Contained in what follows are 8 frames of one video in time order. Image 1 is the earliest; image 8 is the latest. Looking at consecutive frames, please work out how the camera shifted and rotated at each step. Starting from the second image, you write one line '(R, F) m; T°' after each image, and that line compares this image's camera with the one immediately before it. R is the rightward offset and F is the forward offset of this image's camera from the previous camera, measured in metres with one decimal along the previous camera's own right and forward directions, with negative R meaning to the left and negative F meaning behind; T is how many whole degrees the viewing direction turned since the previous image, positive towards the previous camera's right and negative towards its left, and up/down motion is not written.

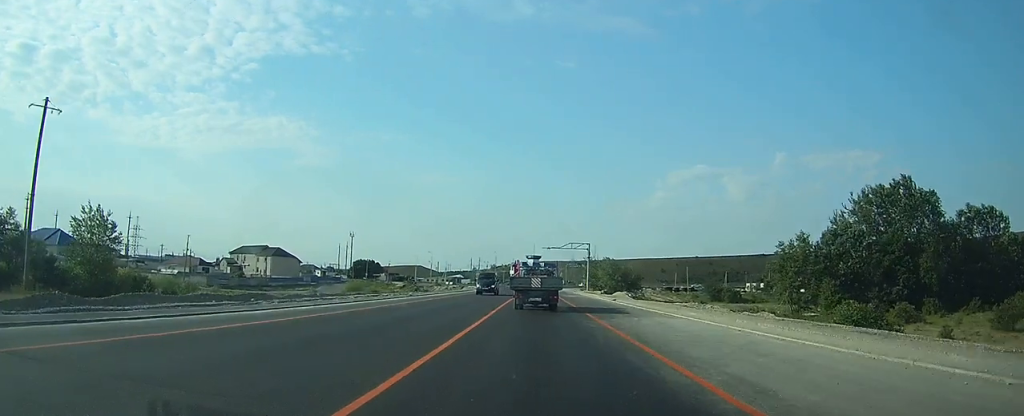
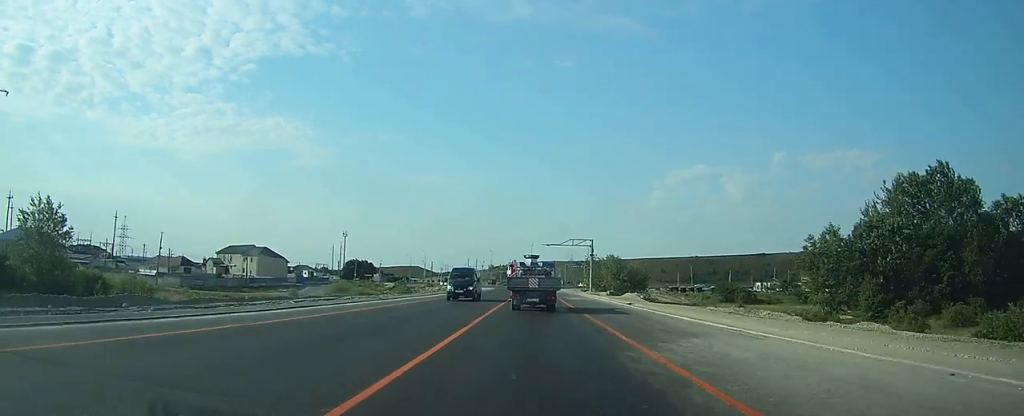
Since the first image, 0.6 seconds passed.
(0.0, +8.6) m; 0°
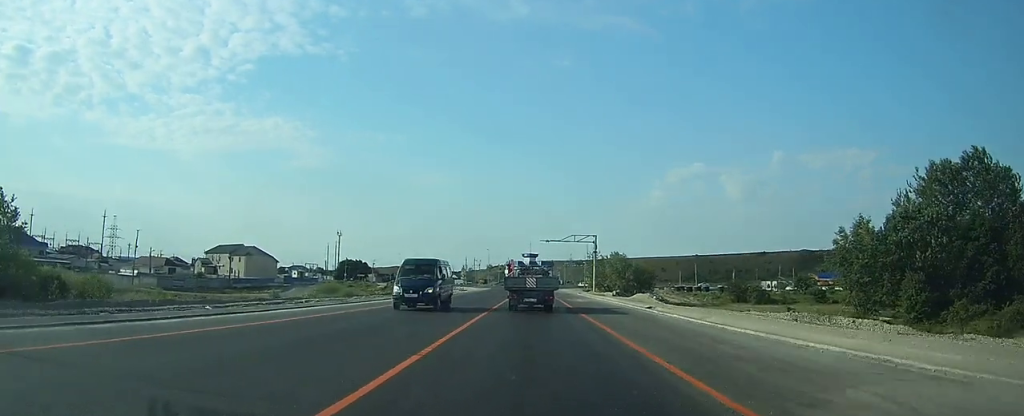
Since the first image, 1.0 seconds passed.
(-0.1, +7.1) m; 0°
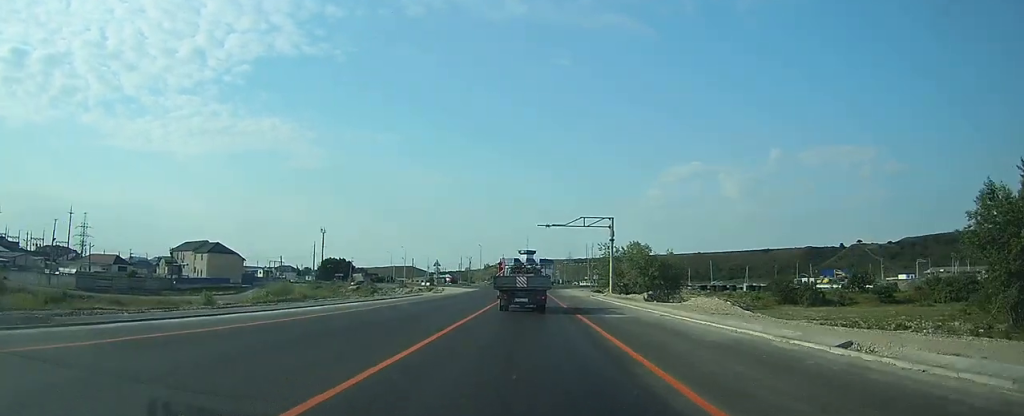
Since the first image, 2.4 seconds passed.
(+0.1, +20.7) m; +1°
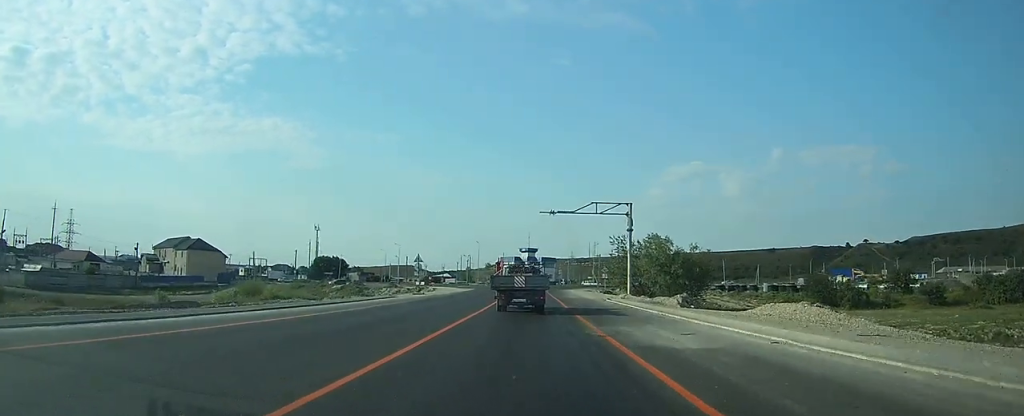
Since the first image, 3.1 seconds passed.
(0.0, +11.0) m; 0°
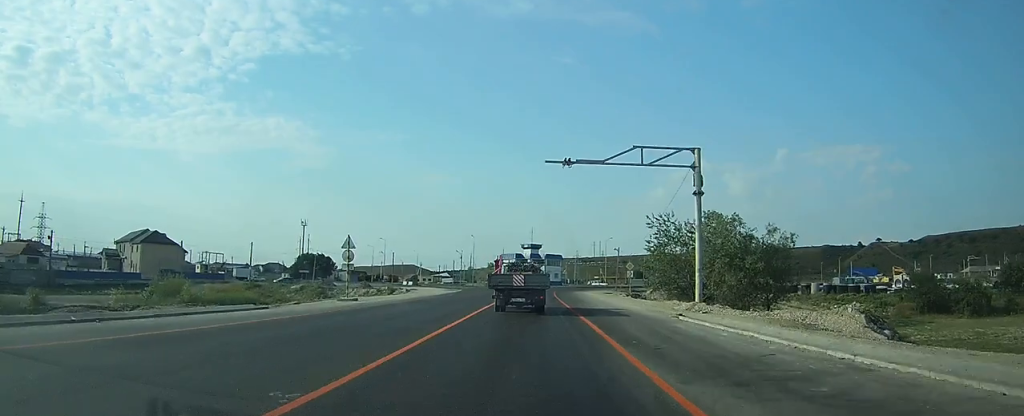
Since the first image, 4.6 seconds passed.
(-0.1, +21.1) m; 0°
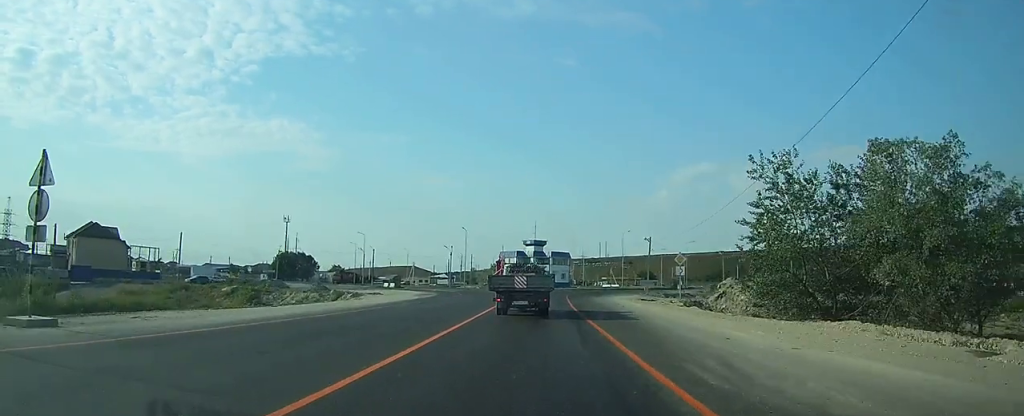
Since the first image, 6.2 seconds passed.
(0.0, +22.7) m; 0°
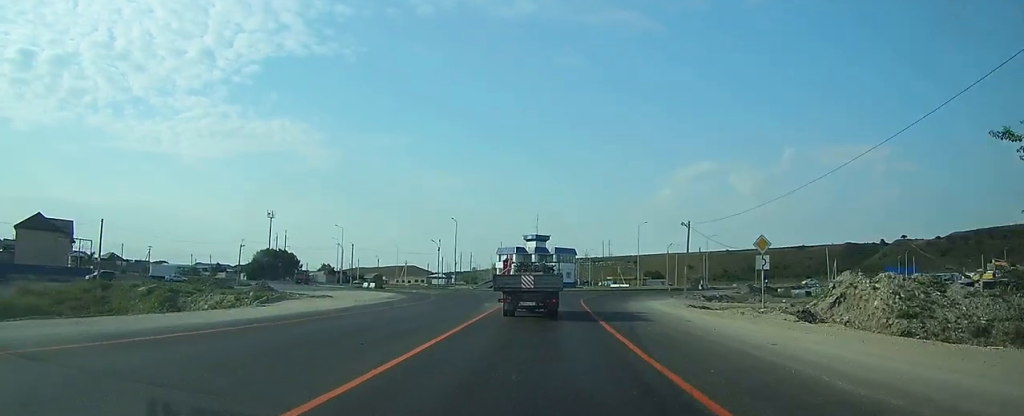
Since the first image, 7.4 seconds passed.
(+0.1, +17.0) m; 0°
